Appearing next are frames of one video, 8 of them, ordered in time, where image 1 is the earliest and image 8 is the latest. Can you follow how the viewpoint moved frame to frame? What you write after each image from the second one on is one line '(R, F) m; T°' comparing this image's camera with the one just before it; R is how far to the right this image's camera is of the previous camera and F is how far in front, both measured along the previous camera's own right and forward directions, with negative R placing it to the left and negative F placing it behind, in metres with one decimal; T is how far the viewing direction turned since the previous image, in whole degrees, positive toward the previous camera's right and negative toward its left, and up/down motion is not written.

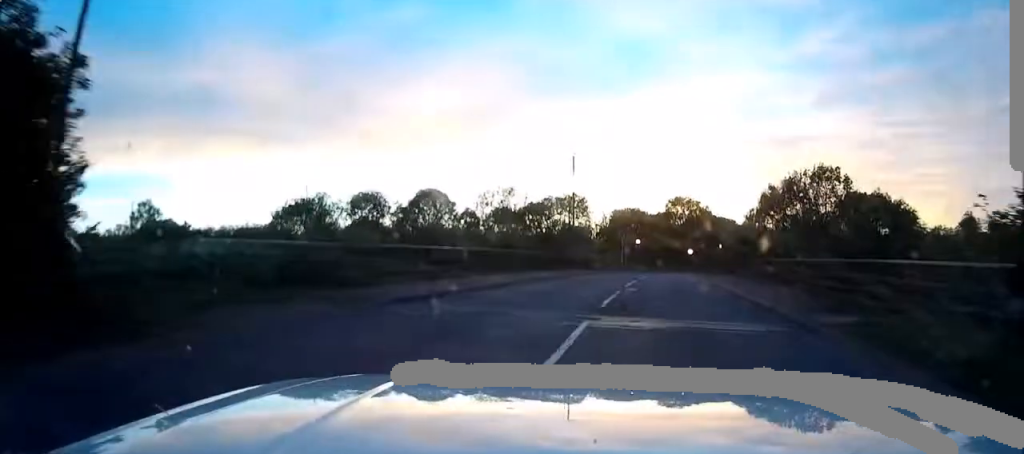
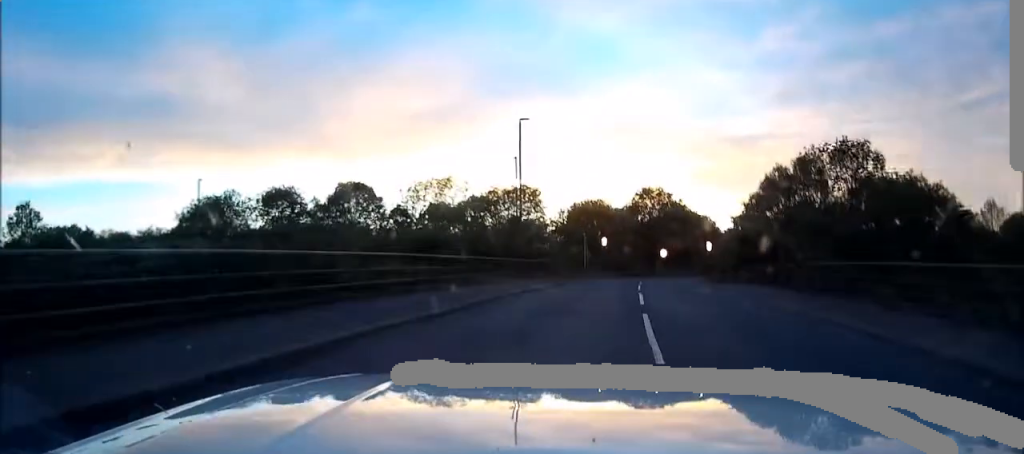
(+0.8, +15.5) m; +6°
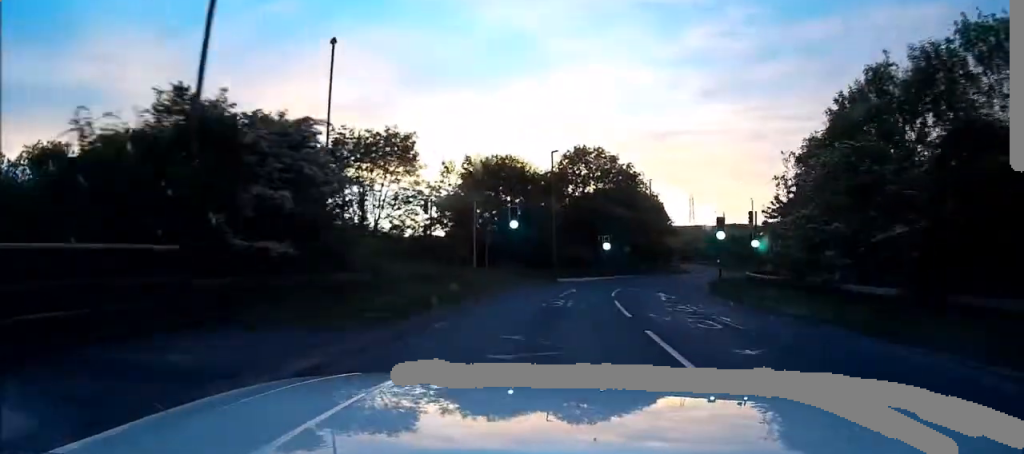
(+2.6, +29.6) m; +9°
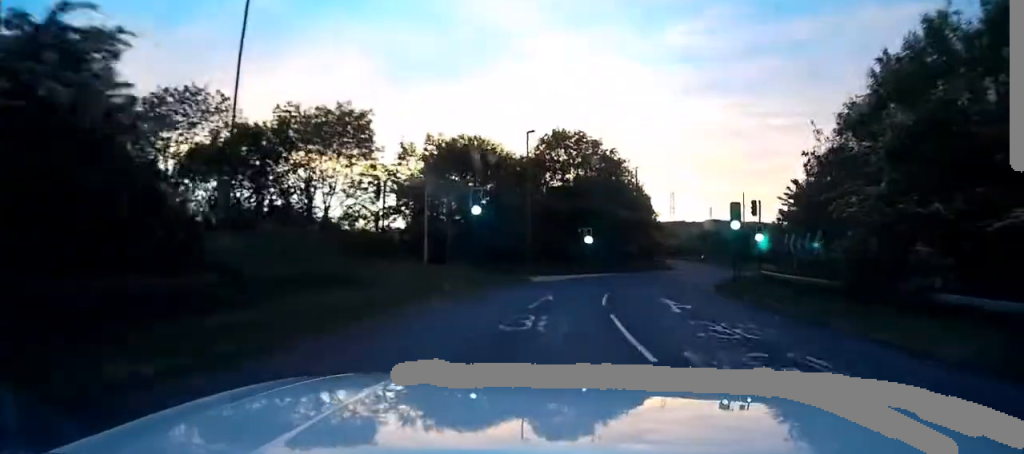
(+0.1, +6.1) m; +2°
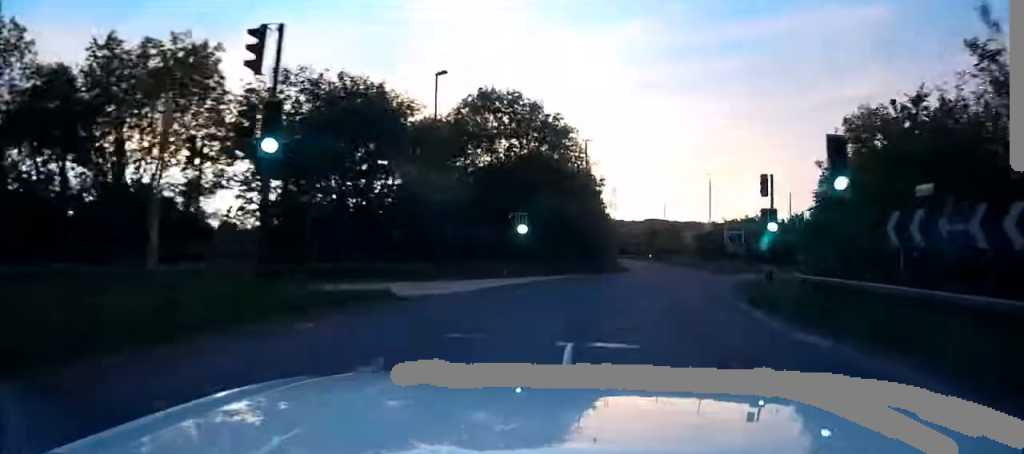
(0.0, +12.9) m; +5°
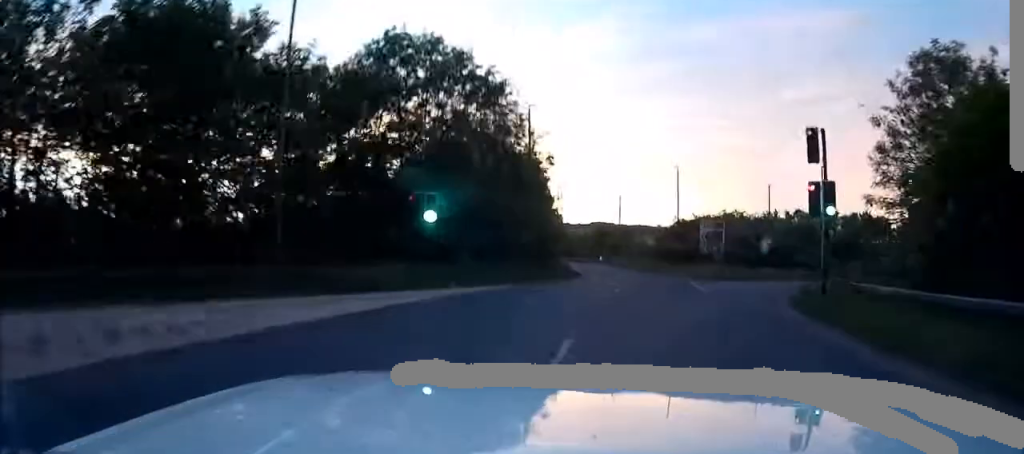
(+0.9, +11.8) m; +4°
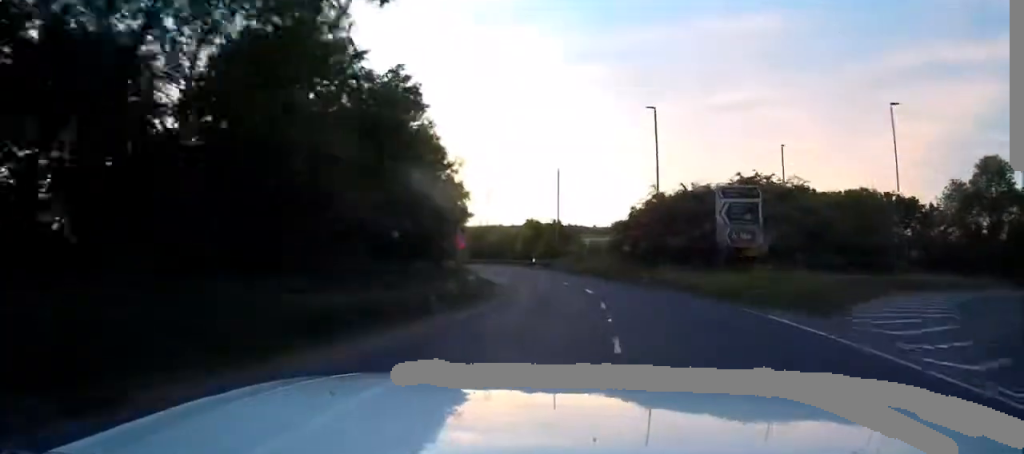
(+1.4, +24.0) m; +4°
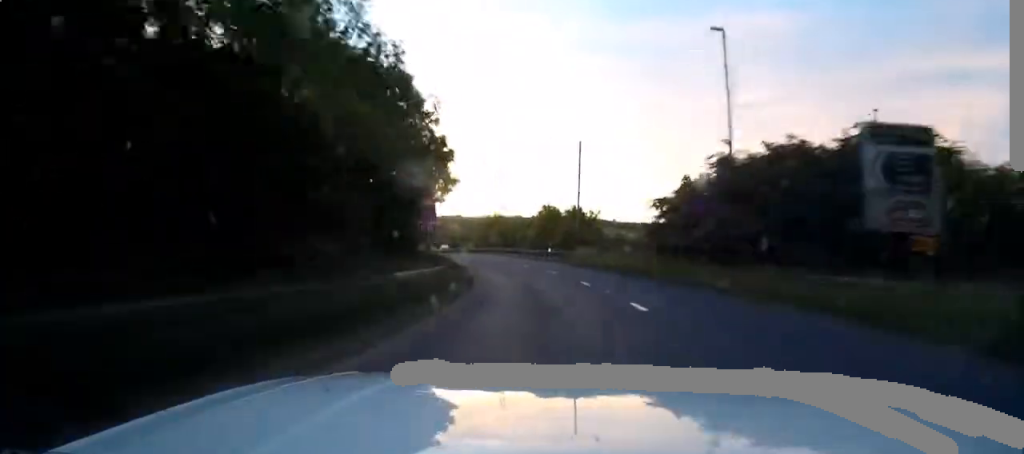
(-0.1, +13.1) m; -1°
